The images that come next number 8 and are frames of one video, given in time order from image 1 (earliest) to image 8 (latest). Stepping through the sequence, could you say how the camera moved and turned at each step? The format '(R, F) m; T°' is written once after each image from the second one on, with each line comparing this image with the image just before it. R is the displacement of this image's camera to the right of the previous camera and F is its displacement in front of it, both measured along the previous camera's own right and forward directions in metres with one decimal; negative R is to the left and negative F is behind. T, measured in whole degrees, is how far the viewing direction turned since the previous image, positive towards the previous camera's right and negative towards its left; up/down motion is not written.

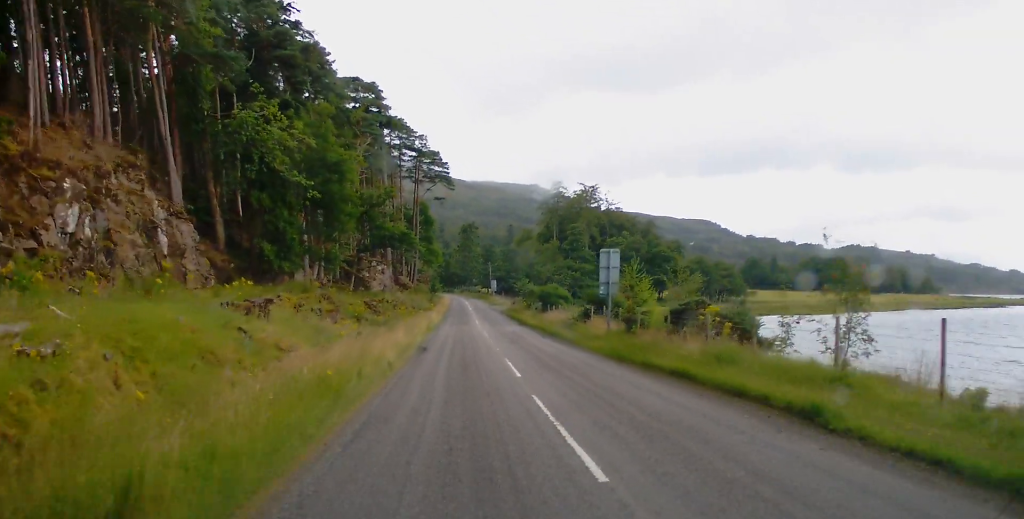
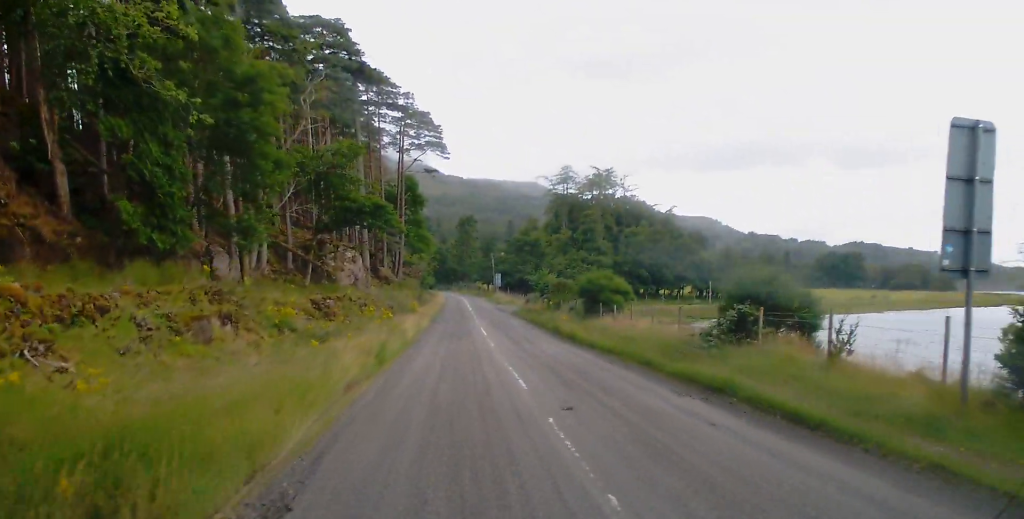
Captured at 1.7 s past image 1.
(-0.2, +21.1) m; -2°
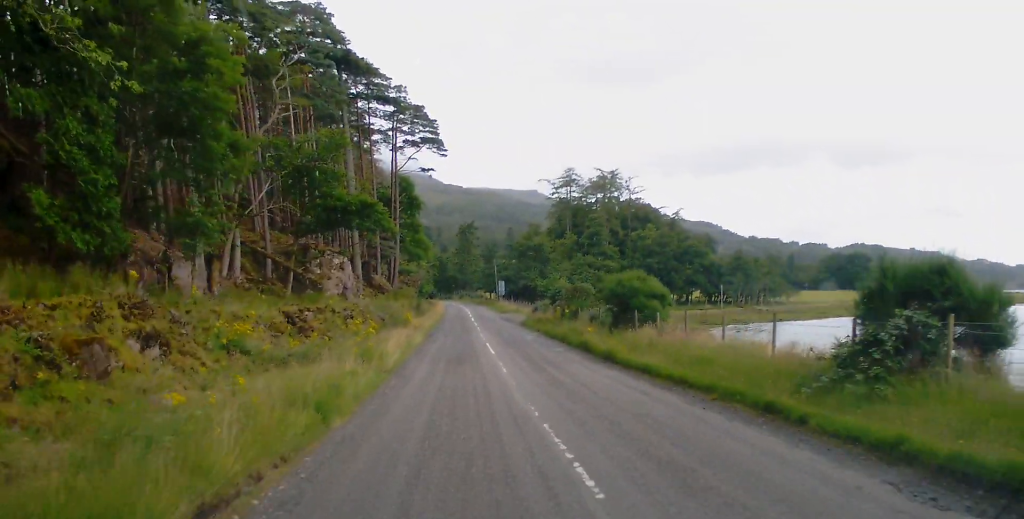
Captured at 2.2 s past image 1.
(-0.2, +6.7) m; 0°
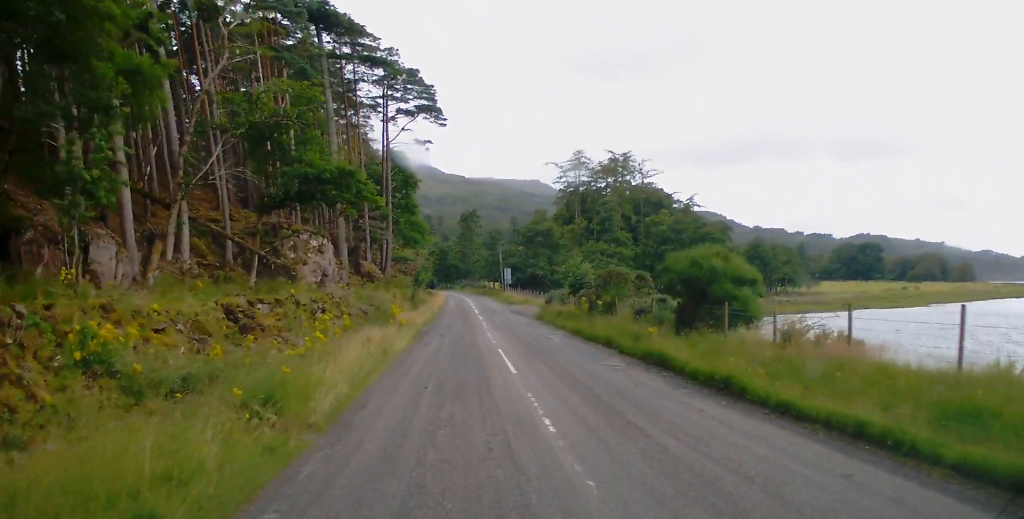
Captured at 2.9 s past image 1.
(+0.1, +9.2) m; 0°
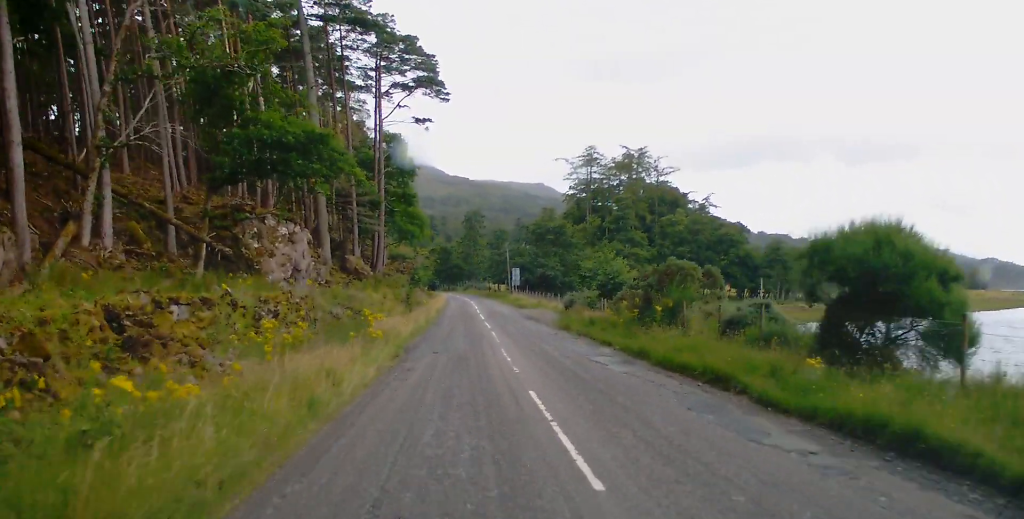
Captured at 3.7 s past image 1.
(+0.1, +9.3) m; 0°
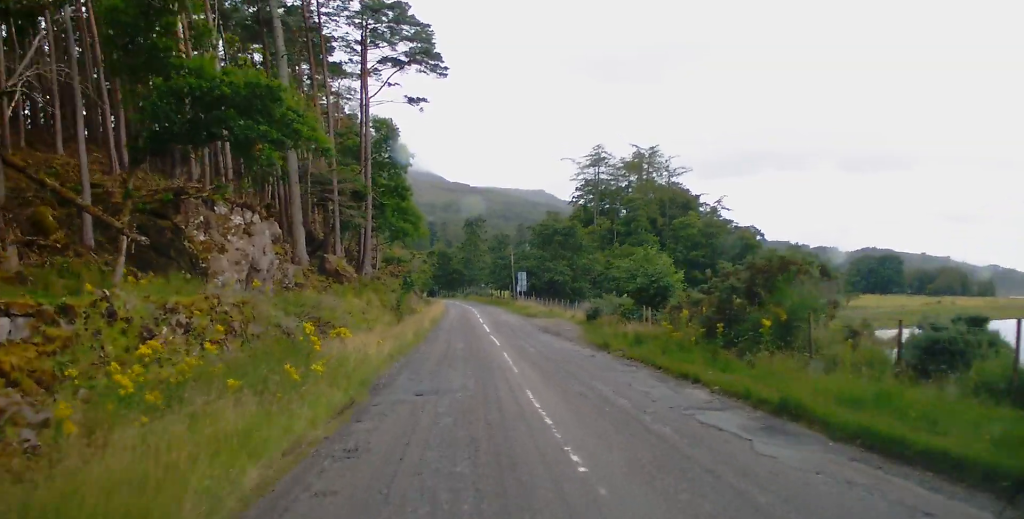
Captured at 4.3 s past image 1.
(-0.2, +8.4) m; 0°
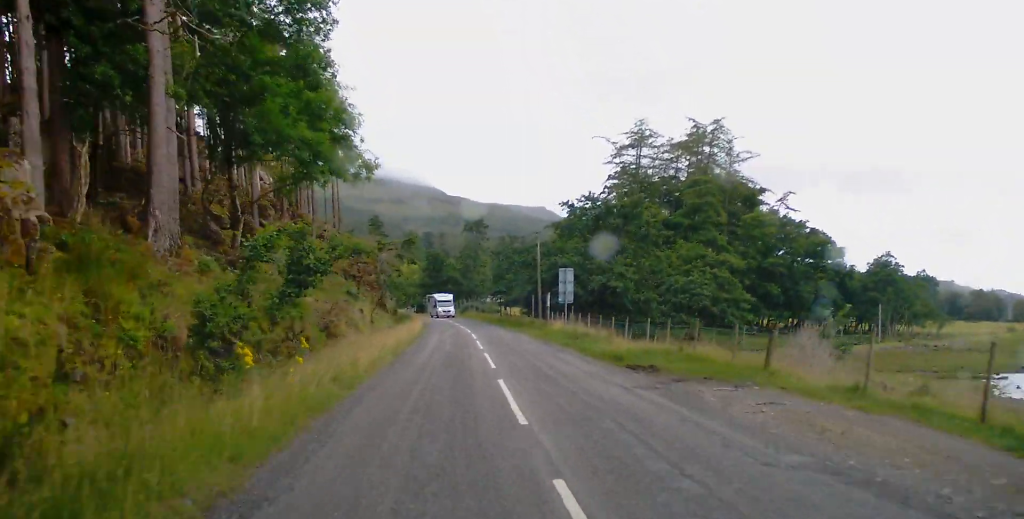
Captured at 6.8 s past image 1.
(+0.6, +34.3) m; +1°
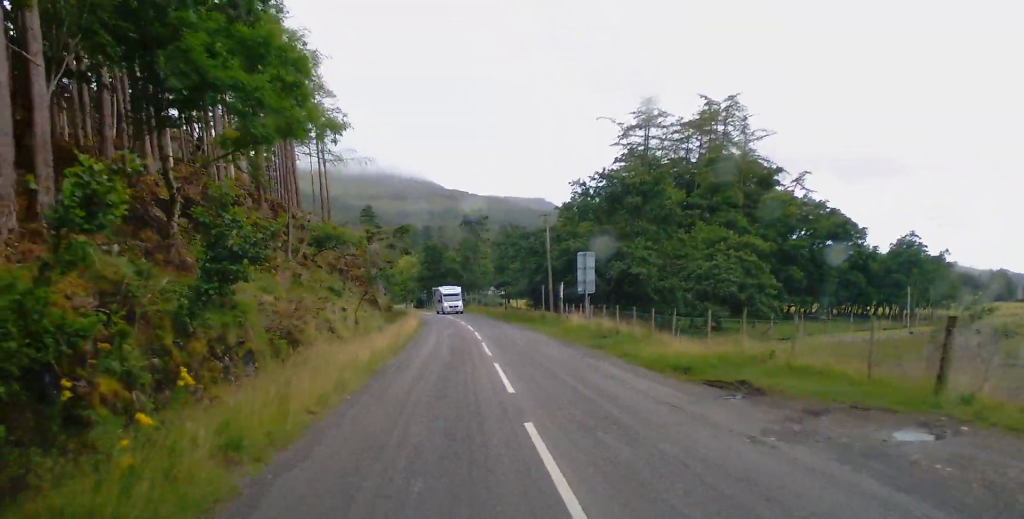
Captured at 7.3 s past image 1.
(0.0, +6.2) m; 0°
